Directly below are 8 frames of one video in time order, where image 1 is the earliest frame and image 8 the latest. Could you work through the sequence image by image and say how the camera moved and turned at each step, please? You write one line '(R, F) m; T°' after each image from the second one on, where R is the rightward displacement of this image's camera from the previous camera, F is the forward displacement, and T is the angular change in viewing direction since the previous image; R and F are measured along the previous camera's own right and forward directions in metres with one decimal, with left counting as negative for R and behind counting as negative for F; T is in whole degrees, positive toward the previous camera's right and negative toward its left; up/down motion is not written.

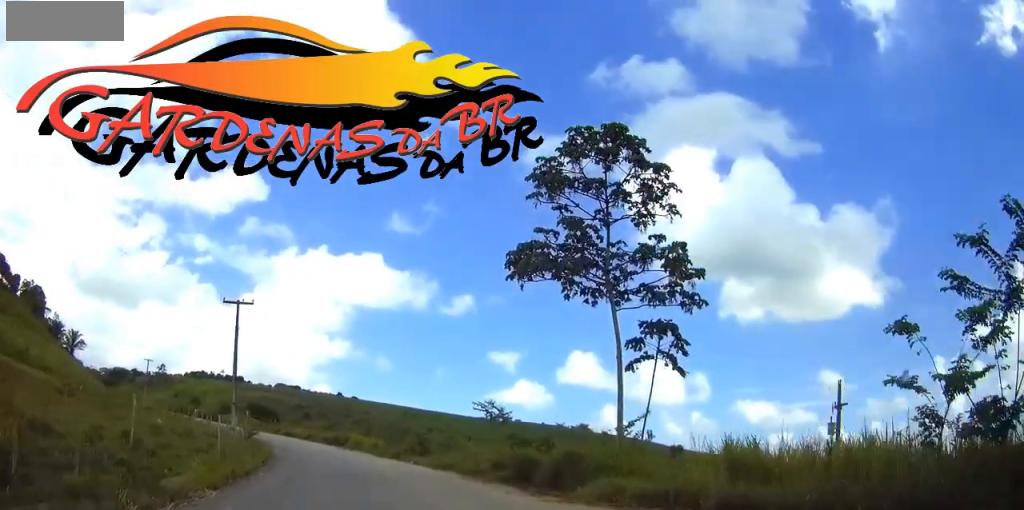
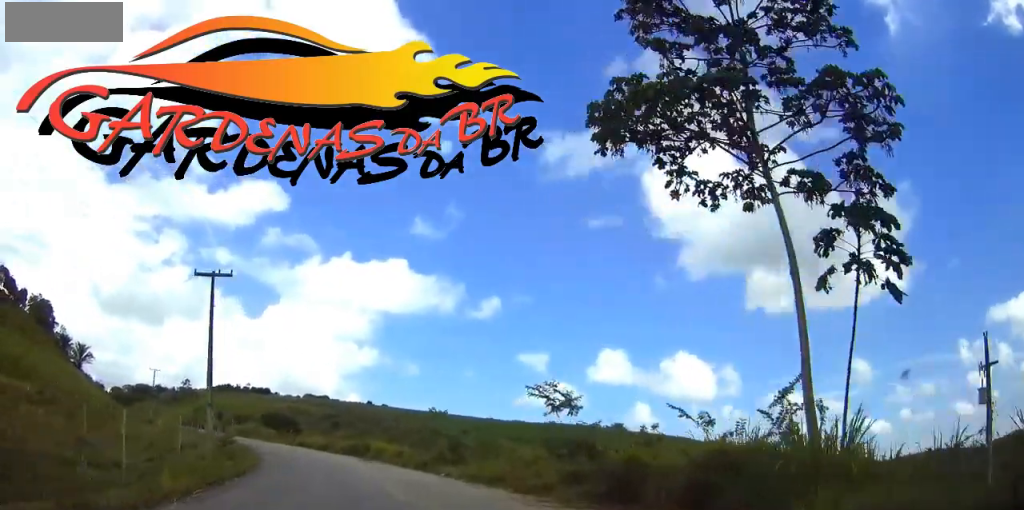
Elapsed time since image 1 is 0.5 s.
(0.0, +9.3) m; -2°
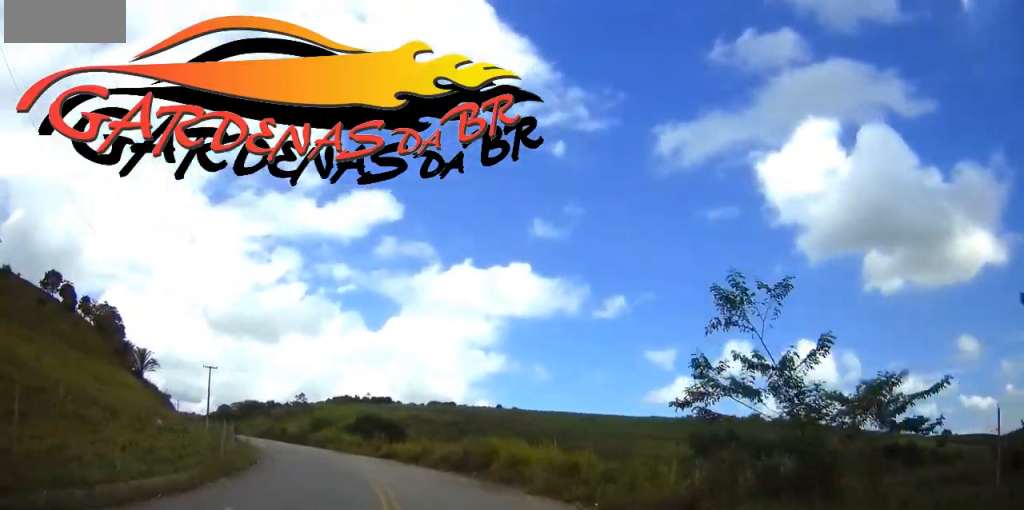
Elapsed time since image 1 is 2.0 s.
(-1.9, +25.6) m; -10°
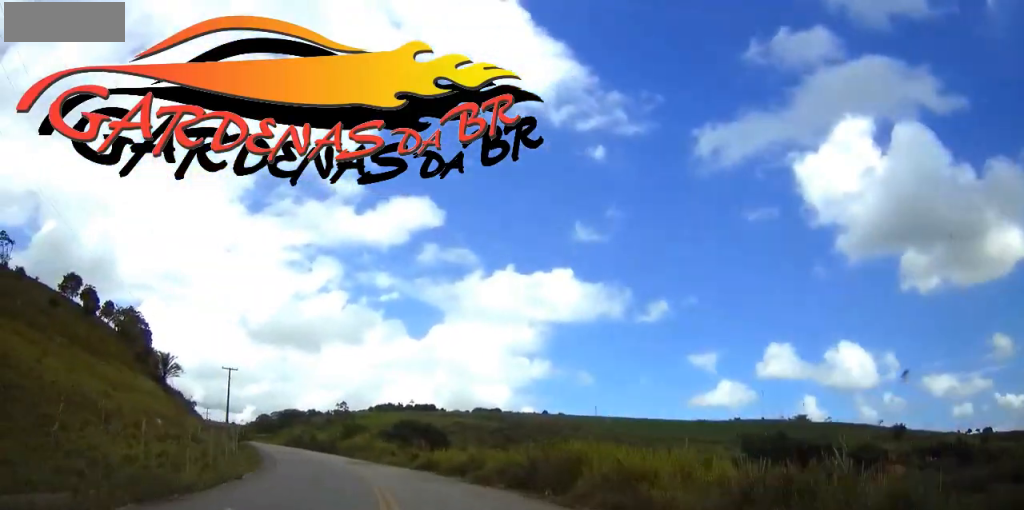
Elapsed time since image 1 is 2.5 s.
(-0.2, +8.8) m; -4°
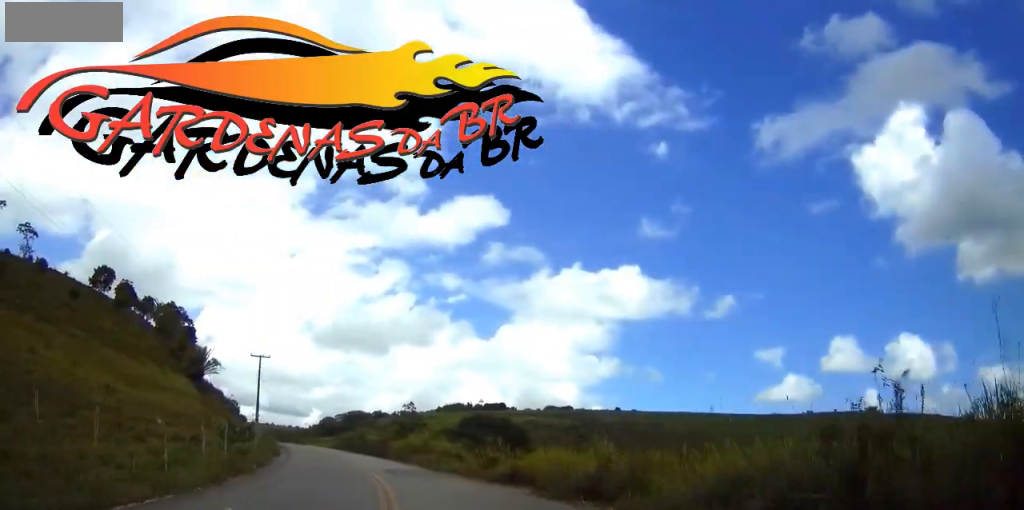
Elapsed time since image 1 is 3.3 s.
(-0.8, +13.5) m; -6°
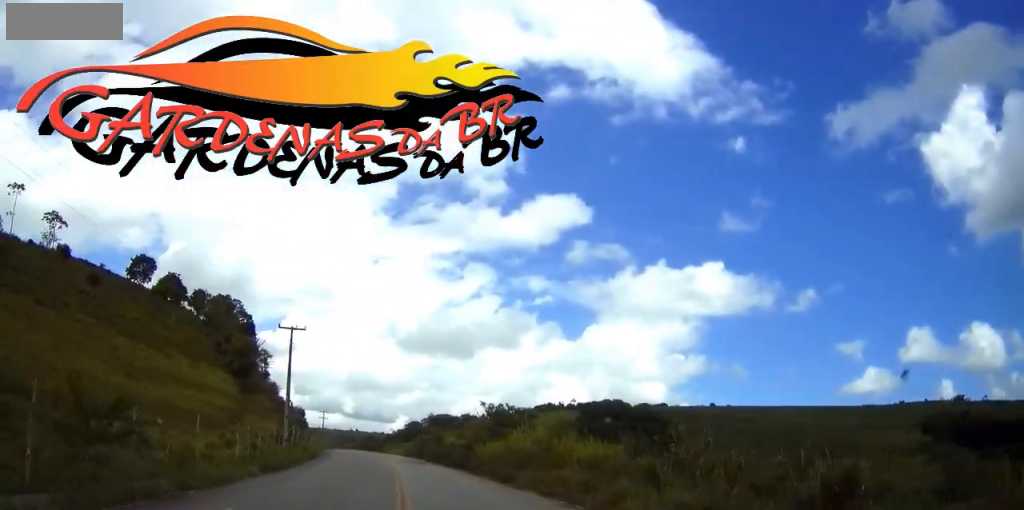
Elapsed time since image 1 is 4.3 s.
(-1.3, +19.0) m; -7°
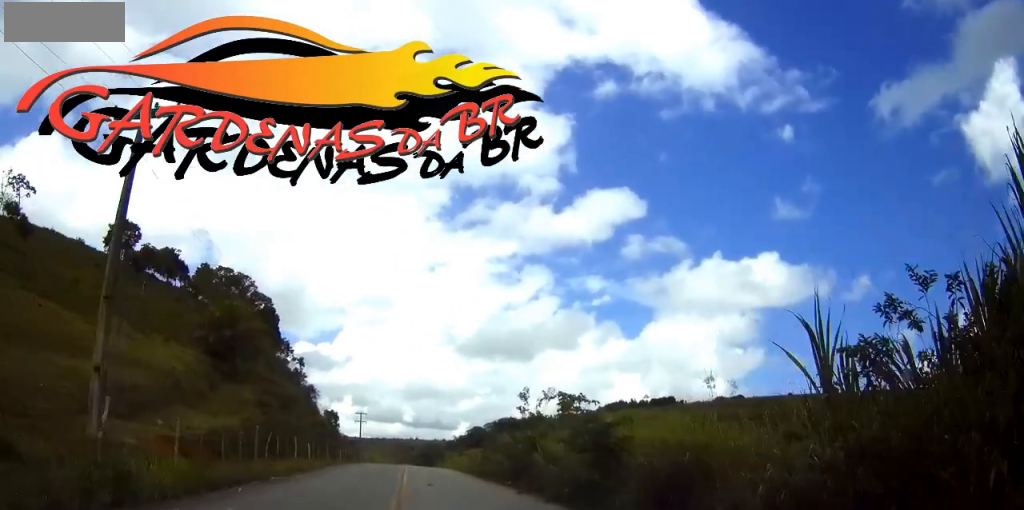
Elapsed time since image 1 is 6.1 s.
(-2.1, +32.5) m; -6°
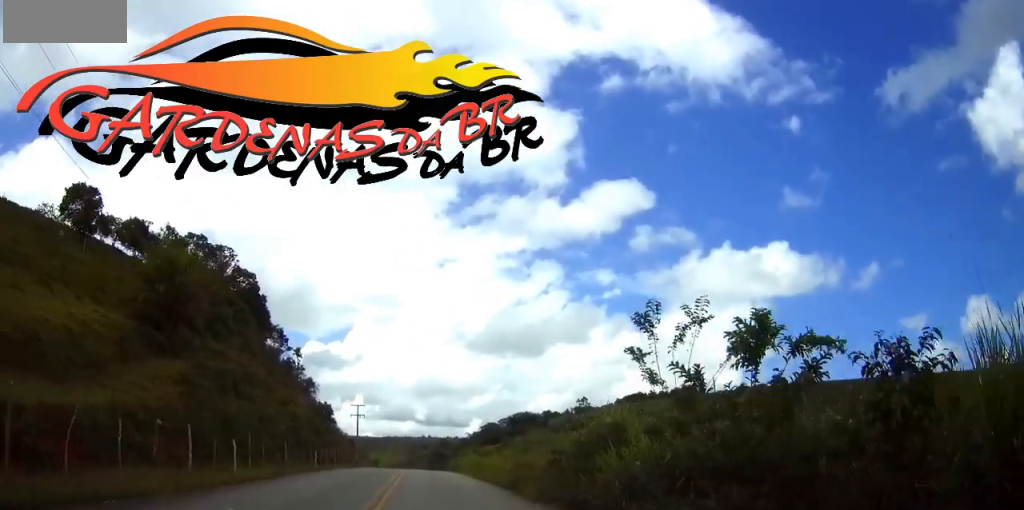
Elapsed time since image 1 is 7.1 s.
(-0.2, +17.7) m; -1°
